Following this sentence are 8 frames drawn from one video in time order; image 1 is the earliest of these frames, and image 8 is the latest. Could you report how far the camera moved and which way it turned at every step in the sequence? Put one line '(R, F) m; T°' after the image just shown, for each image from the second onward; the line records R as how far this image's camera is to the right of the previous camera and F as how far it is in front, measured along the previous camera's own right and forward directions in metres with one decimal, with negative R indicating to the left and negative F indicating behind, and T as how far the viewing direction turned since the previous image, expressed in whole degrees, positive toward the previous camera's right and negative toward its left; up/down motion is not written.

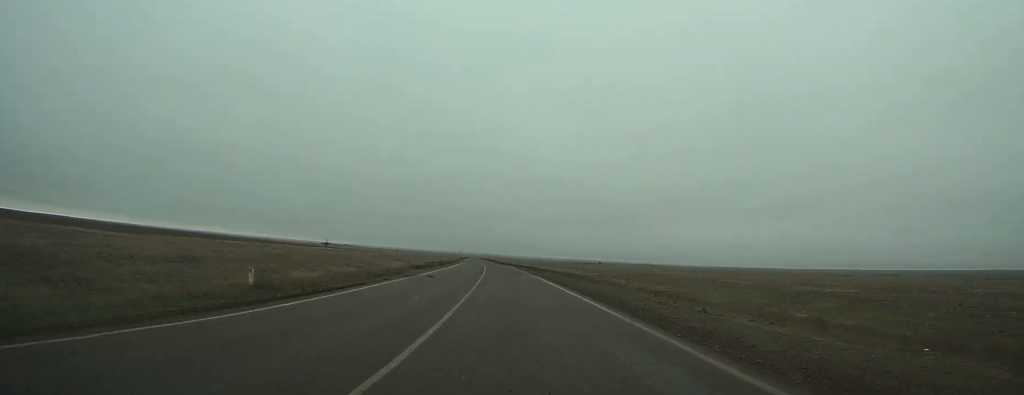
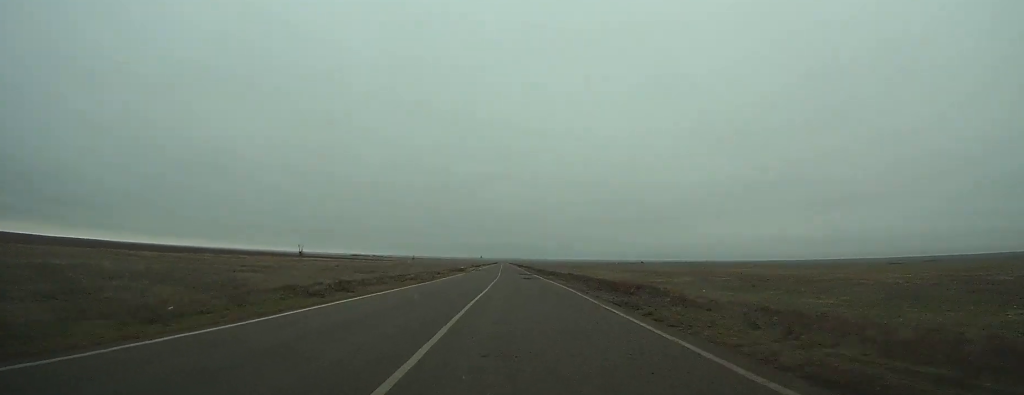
(-3.0, +63.2) m; -4°
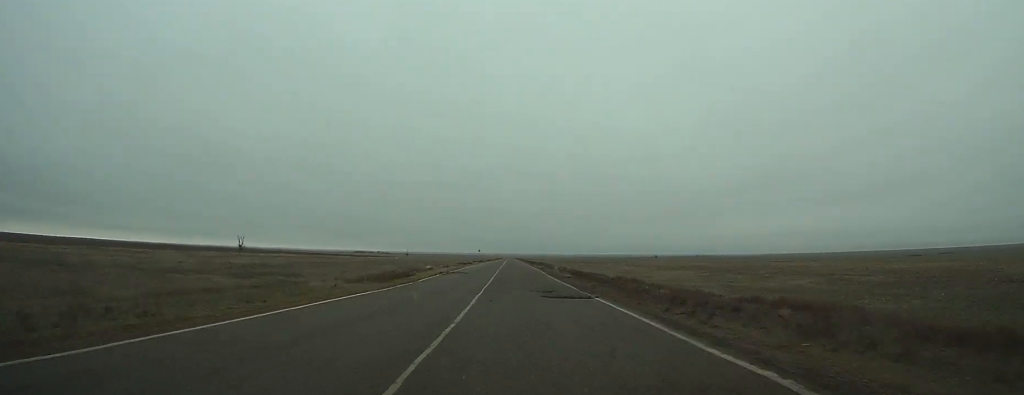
(-0.7, +46.5) m; -1°
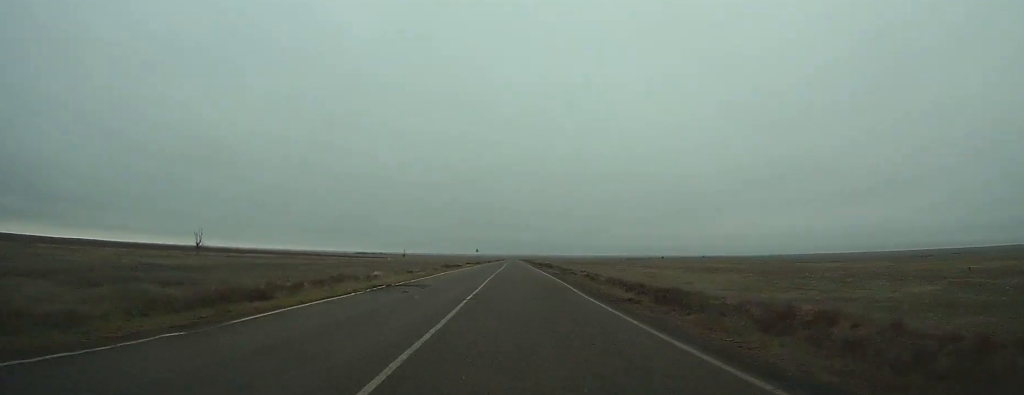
(-0.1, +22.7) m; 0°
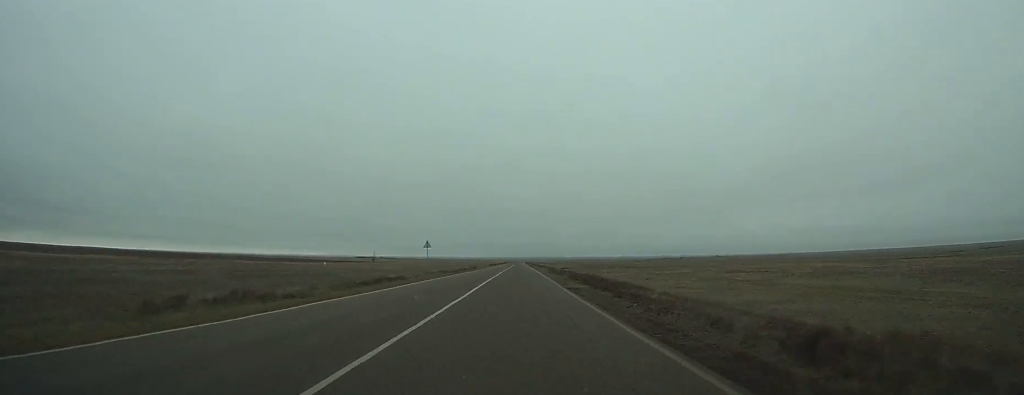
(-0.2, +84.2) m; 0°
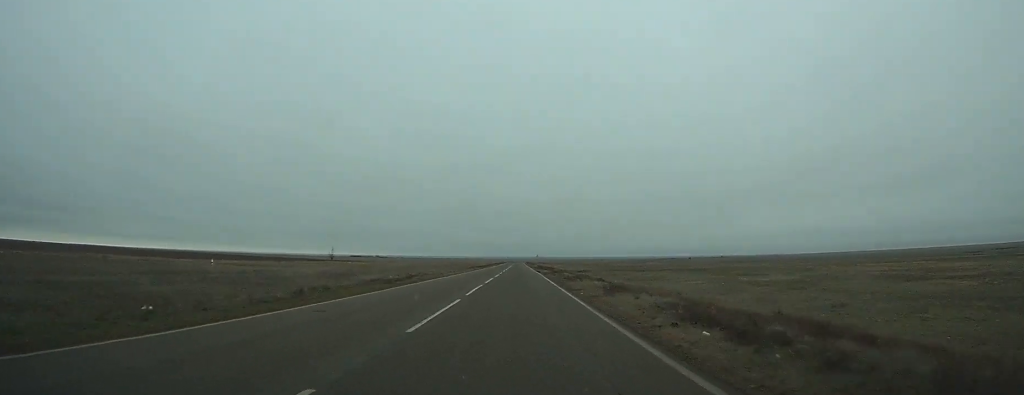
(-0.1, +55.8) m; 0°
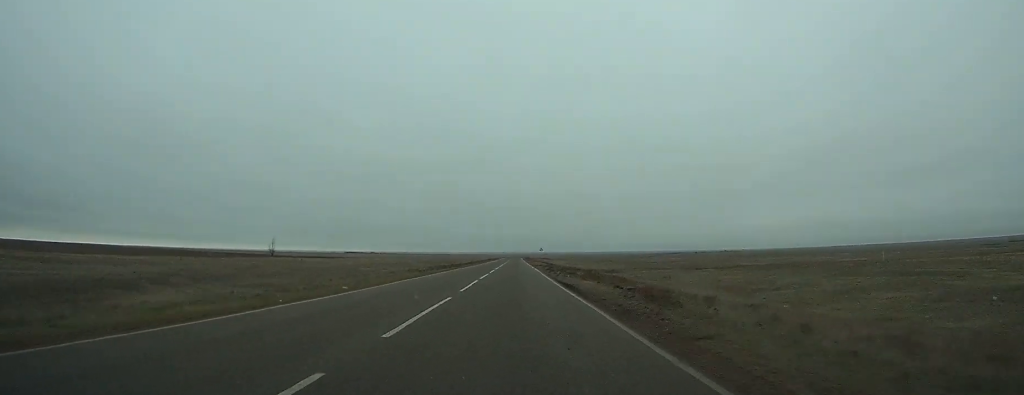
(0.0, +46.9) m; 0°
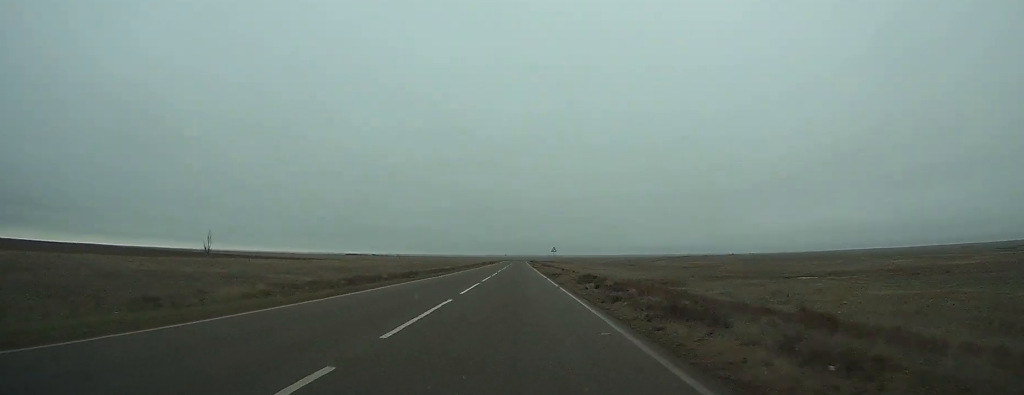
(0.0, +36.4) m; 0°
